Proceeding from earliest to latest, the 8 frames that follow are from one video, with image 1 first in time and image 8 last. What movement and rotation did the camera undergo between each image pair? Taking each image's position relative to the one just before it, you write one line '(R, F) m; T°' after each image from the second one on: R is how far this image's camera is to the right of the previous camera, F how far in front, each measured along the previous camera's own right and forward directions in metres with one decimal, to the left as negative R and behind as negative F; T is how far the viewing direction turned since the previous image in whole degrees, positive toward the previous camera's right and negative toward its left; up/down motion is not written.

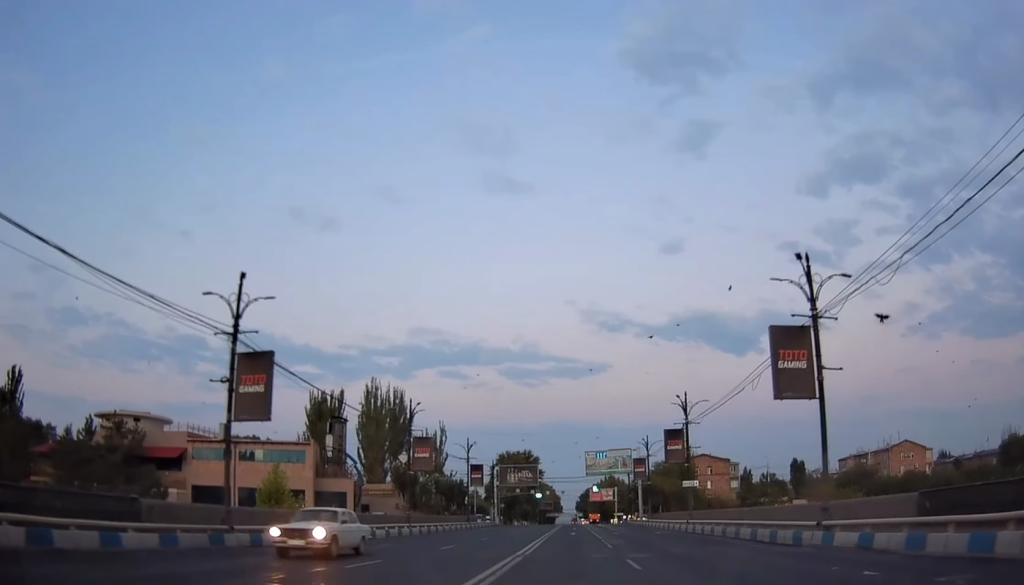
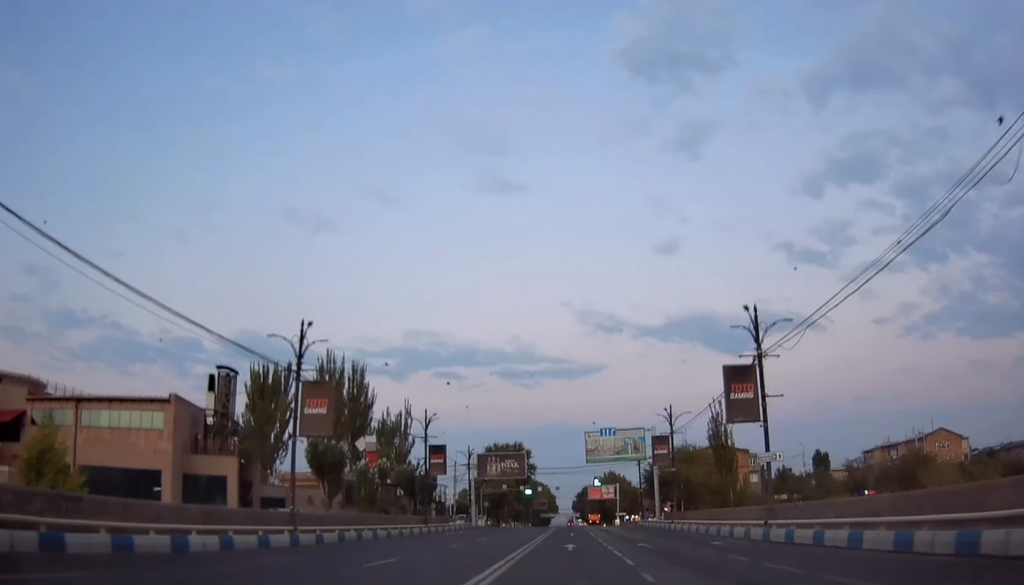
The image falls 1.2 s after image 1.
(-0.3, +21.0) m; 0°
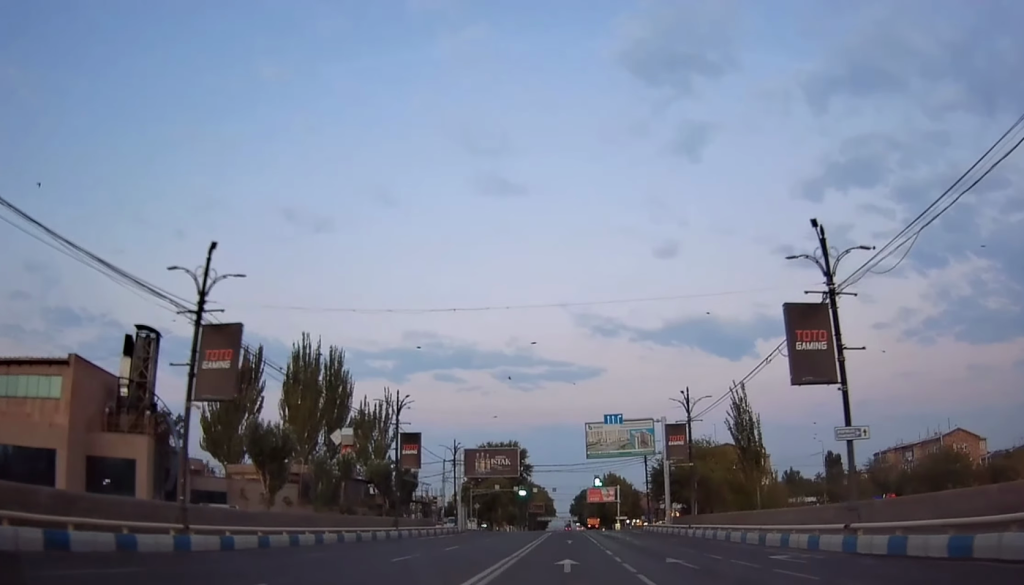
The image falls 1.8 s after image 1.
(+0.2, +9.1) m; 0°
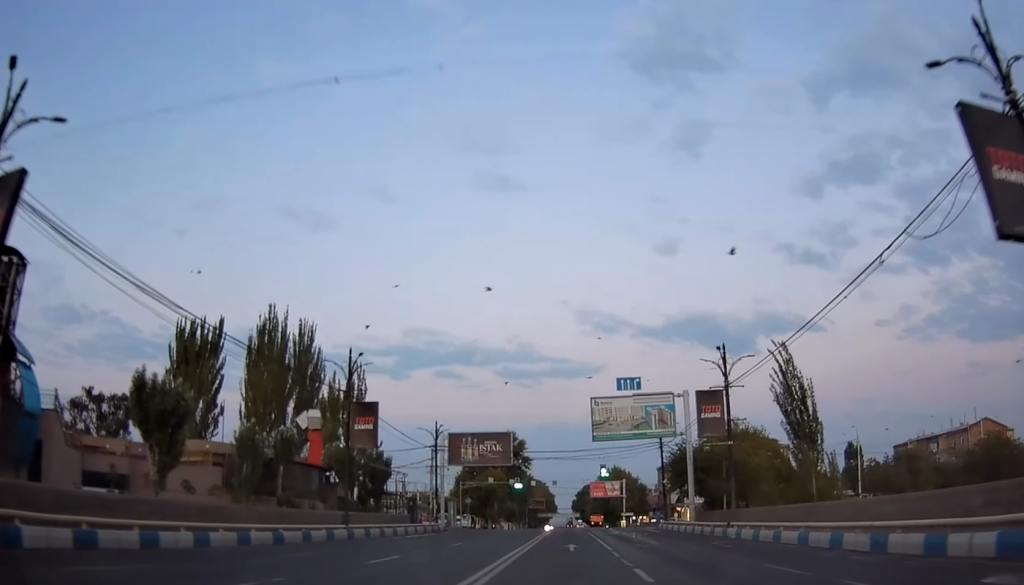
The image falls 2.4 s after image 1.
(+0.2, +11.4) m; 0°
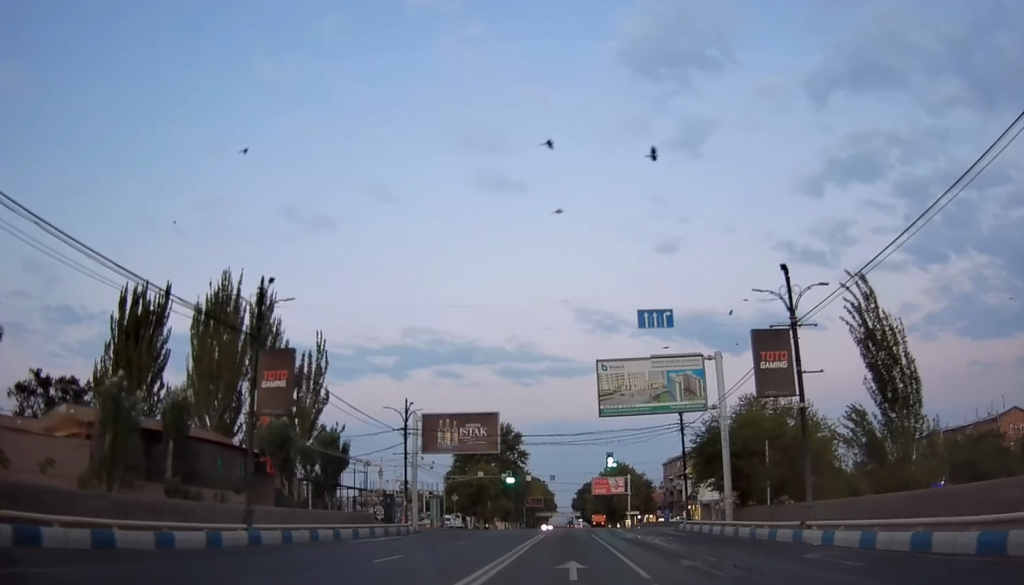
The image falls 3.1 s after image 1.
(-0.5, +11.8) m; +1°
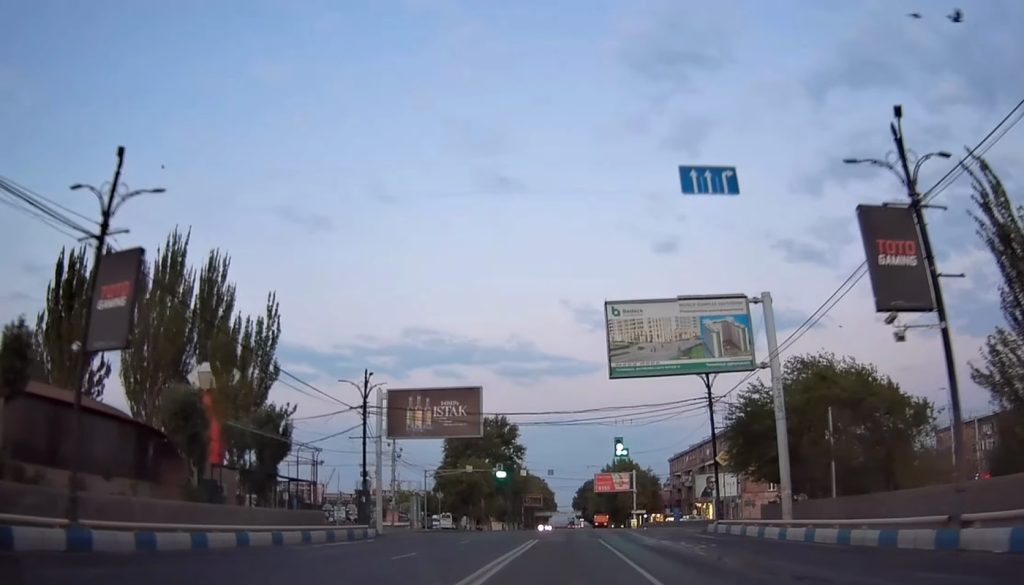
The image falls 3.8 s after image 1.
(+0.4, +10.4) m; +1°
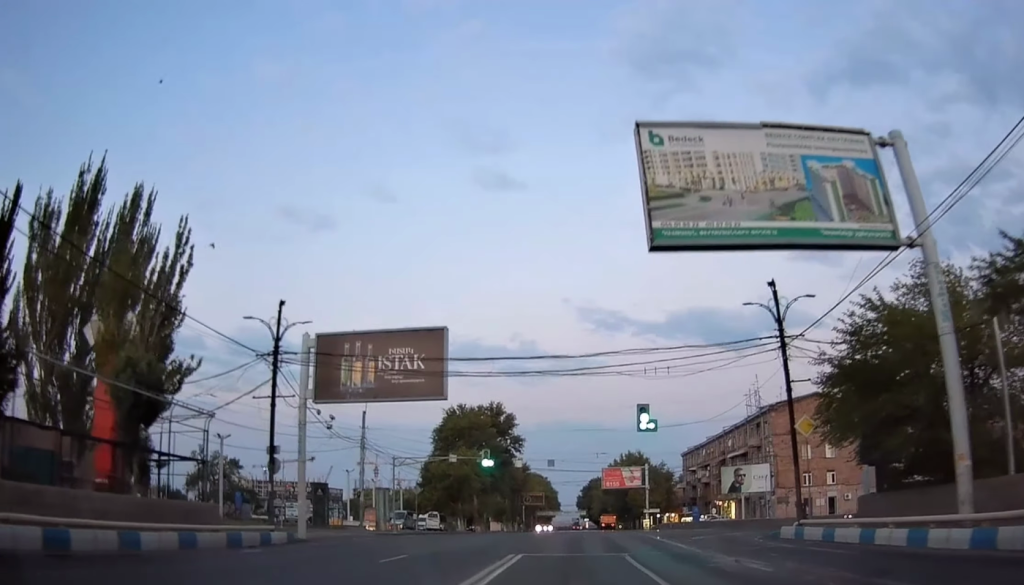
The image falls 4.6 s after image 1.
(+0.3, +13.6) m; 0°
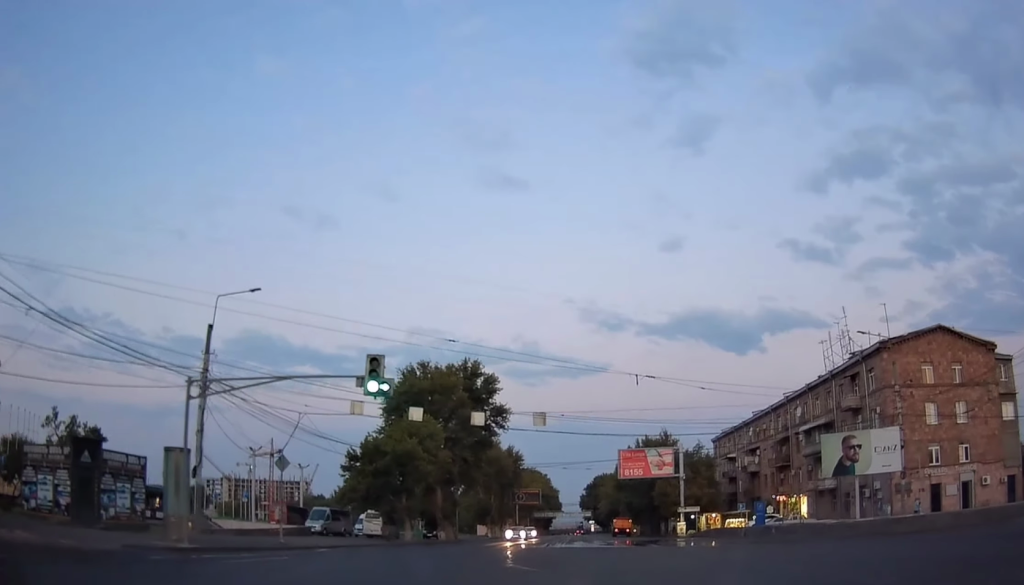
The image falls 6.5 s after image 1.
(-0.9, +31.6) m; -2°
